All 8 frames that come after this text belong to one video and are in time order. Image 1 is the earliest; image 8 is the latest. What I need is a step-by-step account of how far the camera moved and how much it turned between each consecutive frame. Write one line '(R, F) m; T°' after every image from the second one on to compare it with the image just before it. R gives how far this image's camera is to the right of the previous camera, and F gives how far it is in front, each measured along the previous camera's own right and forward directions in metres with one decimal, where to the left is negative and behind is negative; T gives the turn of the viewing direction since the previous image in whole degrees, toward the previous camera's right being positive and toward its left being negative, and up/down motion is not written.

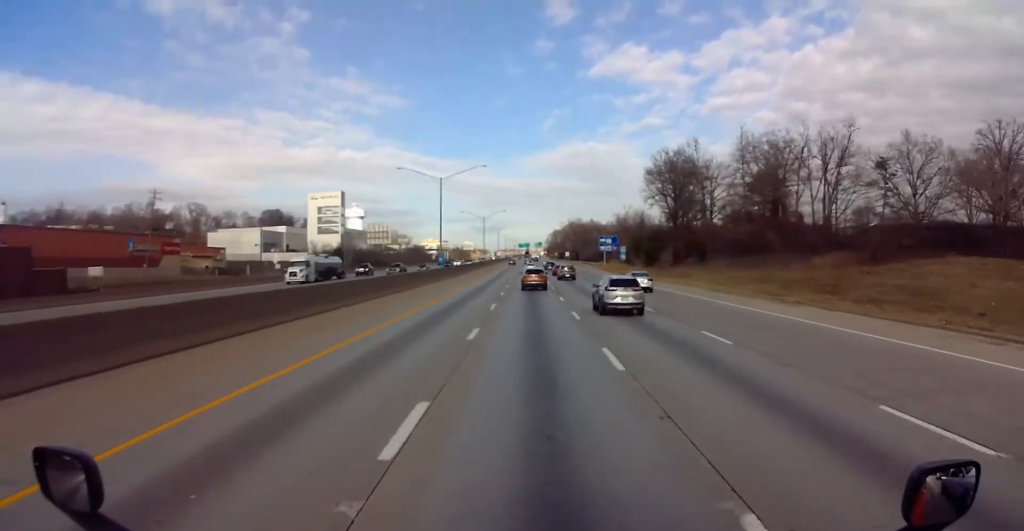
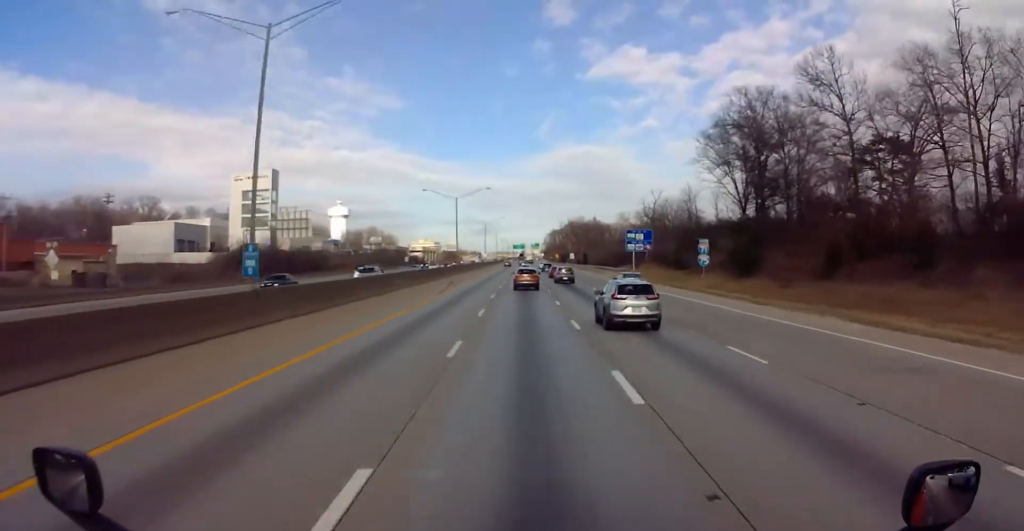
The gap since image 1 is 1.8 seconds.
(-0.2, +52.0) m; 0°
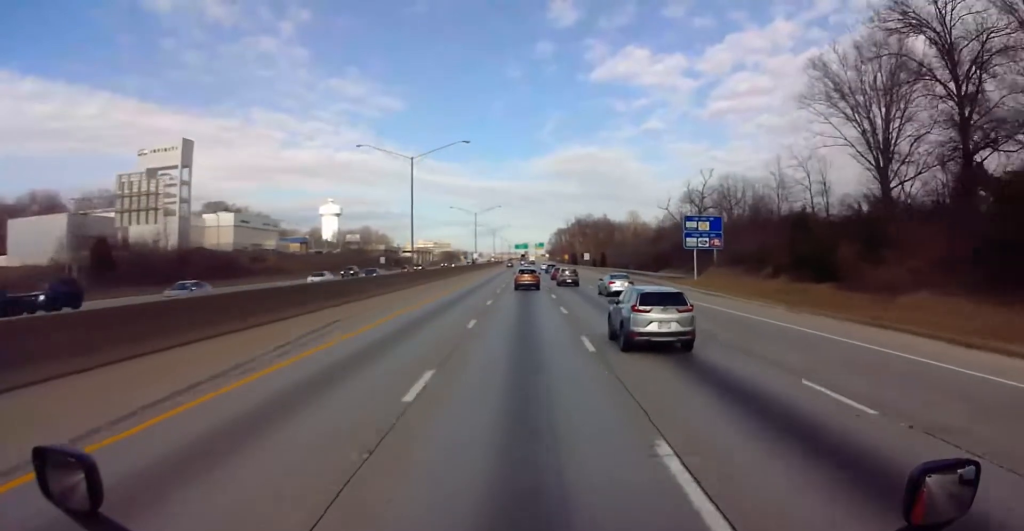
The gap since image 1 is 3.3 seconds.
(+0.3, +41.6) m; +1°
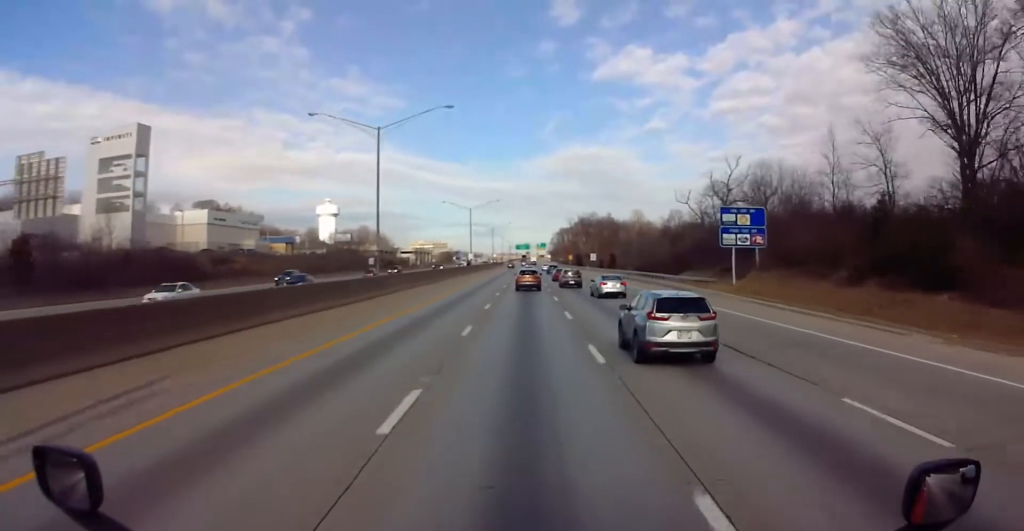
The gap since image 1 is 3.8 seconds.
(0.0, +14.3) m; 0°
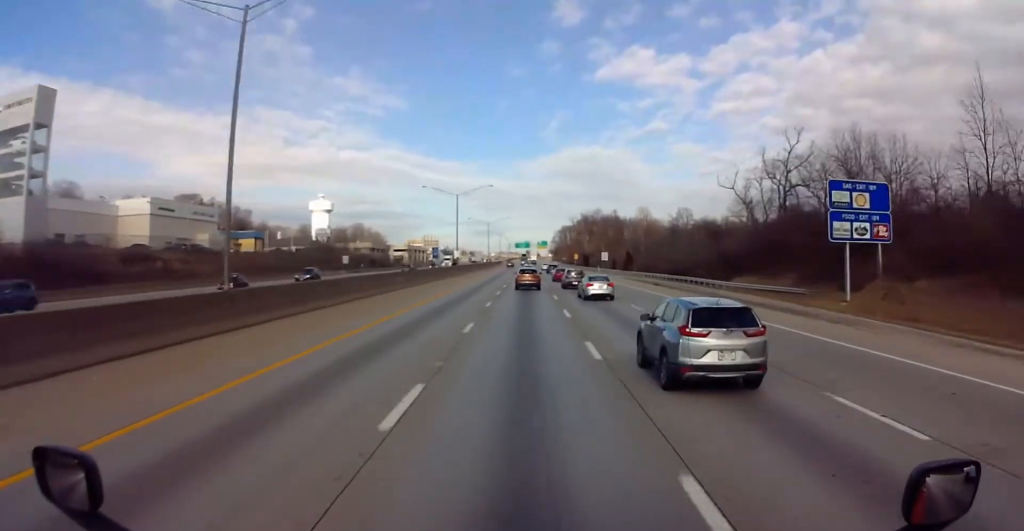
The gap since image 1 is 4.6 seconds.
(0.0, +23.7) m; 0°
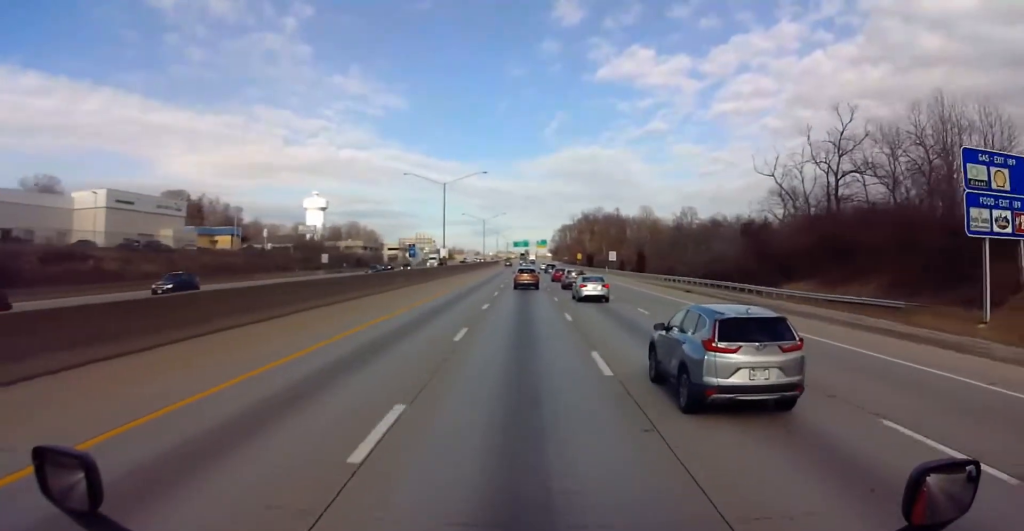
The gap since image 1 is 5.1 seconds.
(+0.1, +14.2) m; 0°
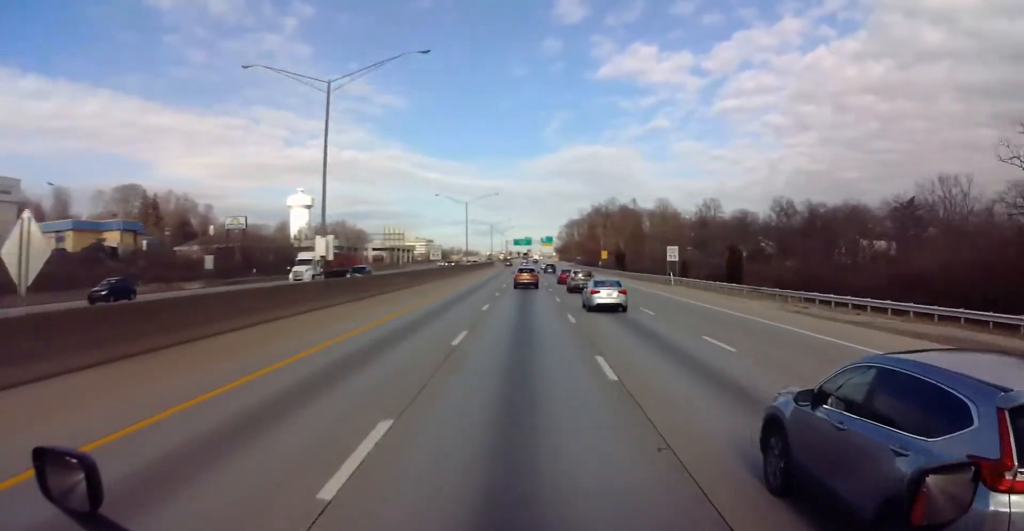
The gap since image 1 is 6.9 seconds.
(-0.1, +49.9) m; 0°
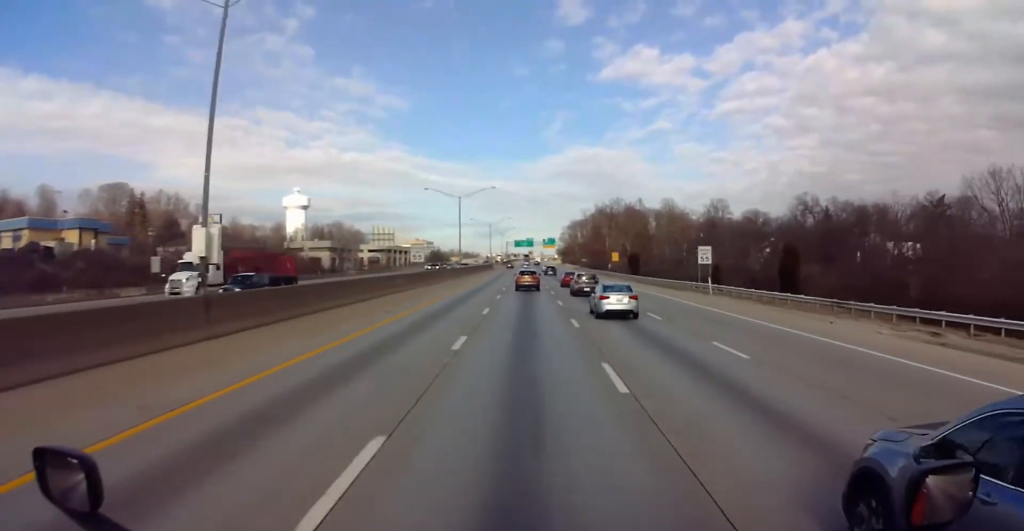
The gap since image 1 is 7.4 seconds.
(0.0, +13.1) m; 0°
